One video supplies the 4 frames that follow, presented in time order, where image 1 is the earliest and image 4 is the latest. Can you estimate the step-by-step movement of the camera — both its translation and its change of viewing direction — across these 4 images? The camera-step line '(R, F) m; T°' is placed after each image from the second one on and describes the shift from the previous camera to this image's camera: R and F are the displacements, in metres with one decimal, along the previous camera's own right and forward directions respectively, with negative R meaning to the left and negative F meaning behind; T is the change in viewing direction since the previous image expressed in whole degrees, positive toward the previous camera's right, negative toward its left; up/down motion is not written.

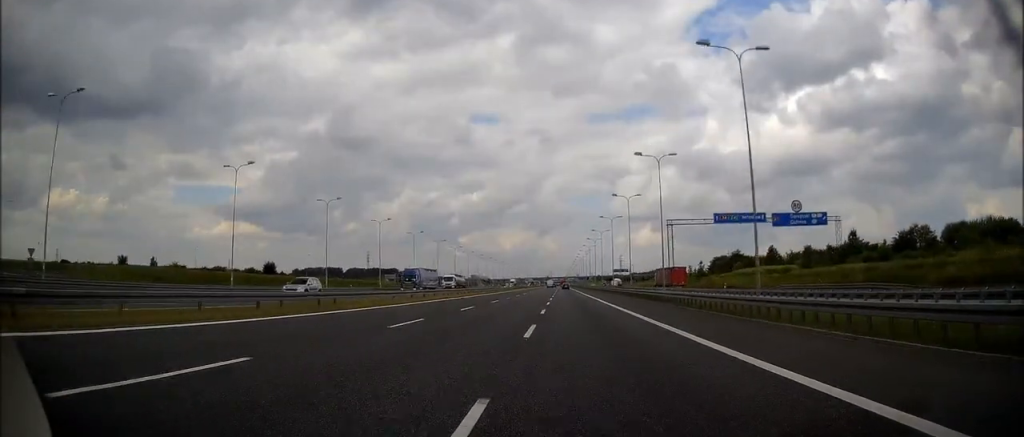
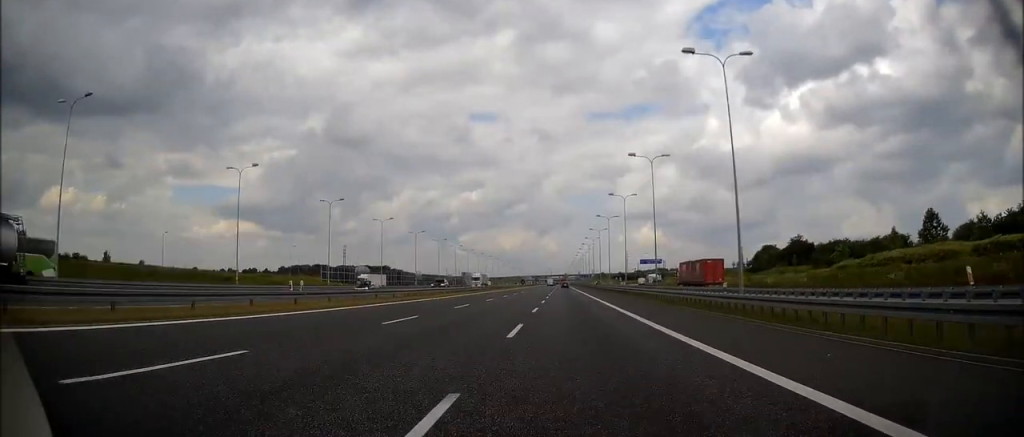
(+0.5, +72.2) m; 0°
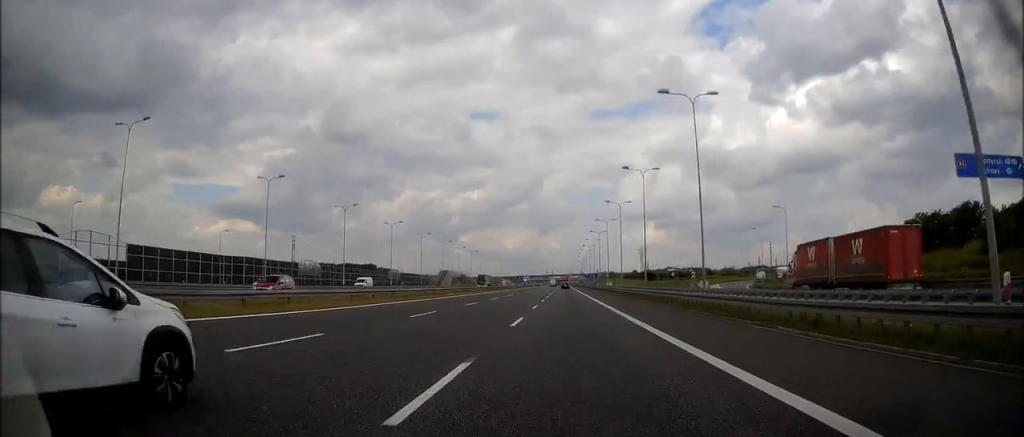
(-0.5, +116.3) m; 0°
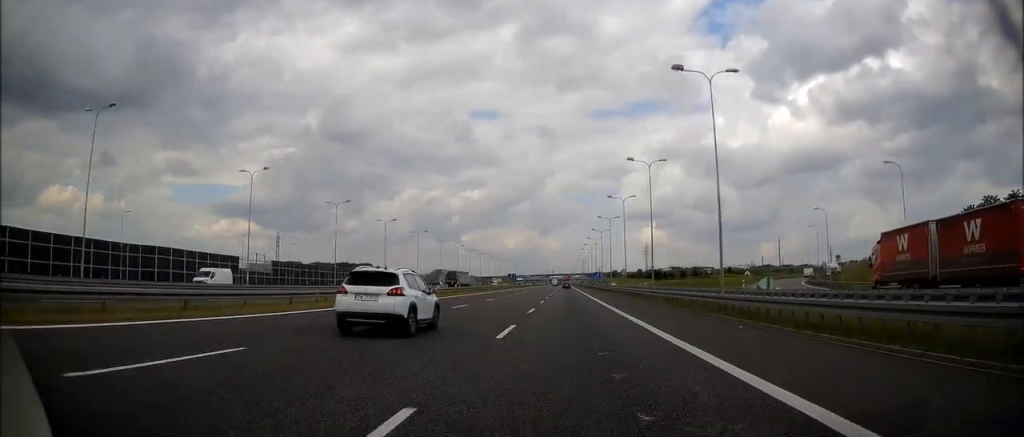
(0.0, +28.0) m; 0°
